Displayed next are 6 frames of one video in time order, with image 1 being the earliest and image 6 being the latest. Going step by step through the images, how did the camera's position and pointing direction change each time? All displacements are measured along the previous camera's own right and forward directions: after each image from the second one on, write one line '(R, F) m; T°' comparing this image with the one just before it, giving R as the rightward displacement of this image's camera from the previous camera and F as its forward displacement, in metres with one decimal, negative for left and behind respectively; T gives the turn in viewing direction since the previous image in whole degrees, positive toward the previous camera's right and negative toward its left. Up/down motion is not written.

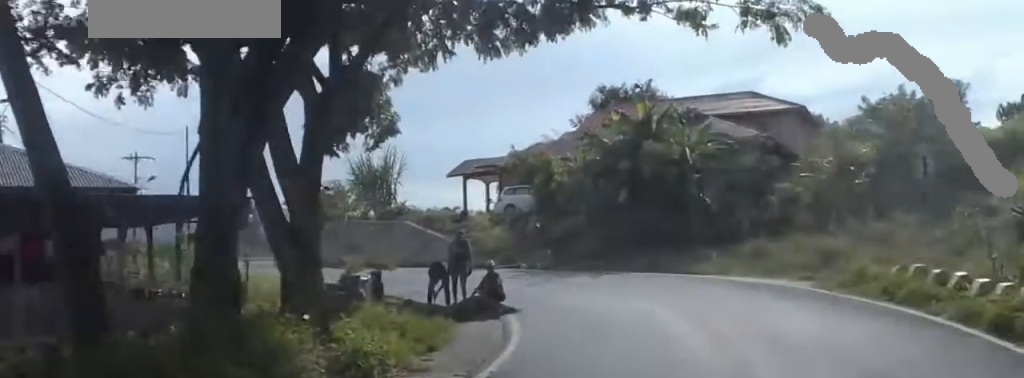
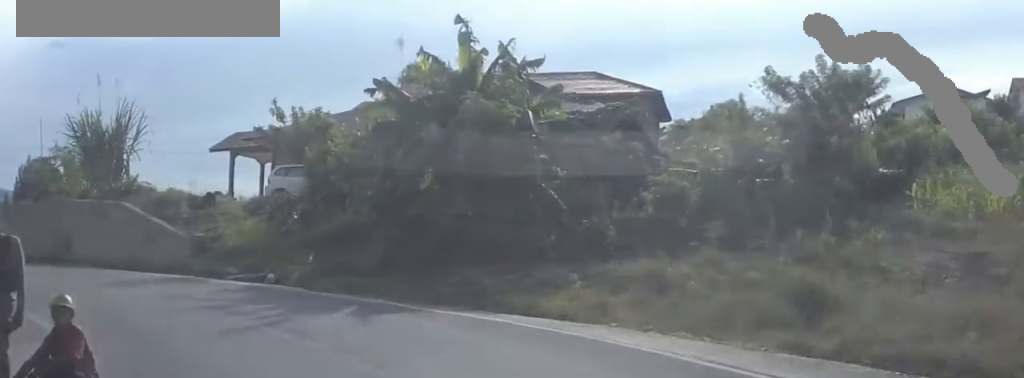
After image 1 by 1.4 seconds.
(0.0, +12.7) m; 0°
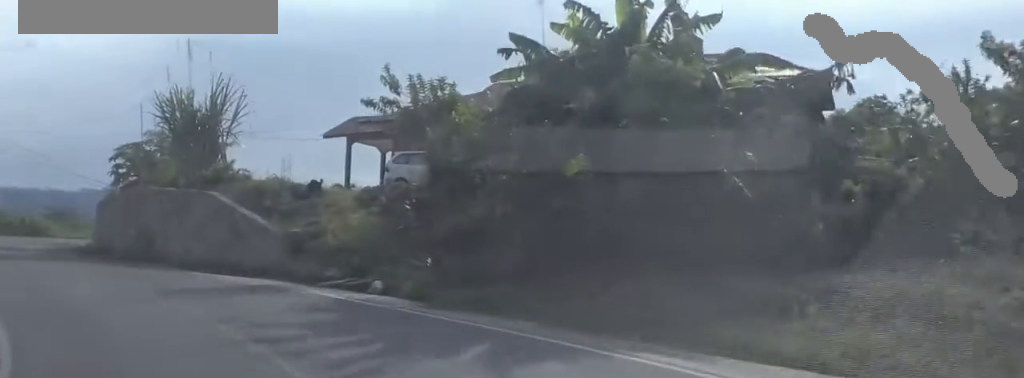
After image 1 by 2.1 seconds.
(0.0, +5.8) m; -3°
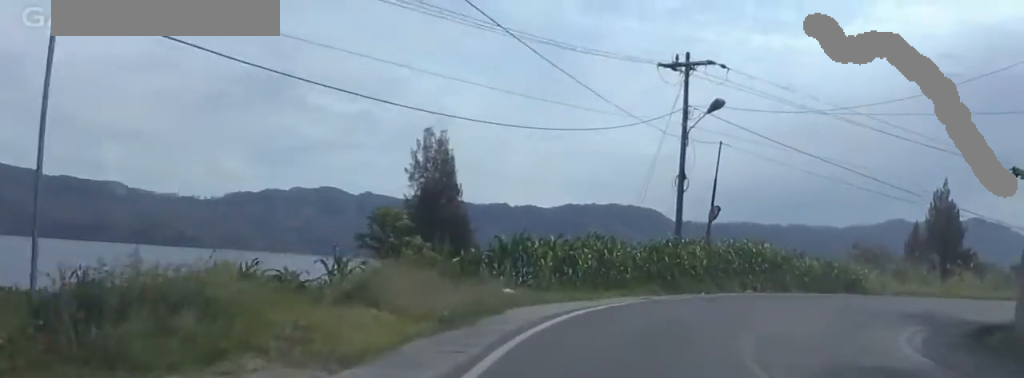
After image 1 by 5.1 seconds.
(-9.1, +23.8) m; -34°
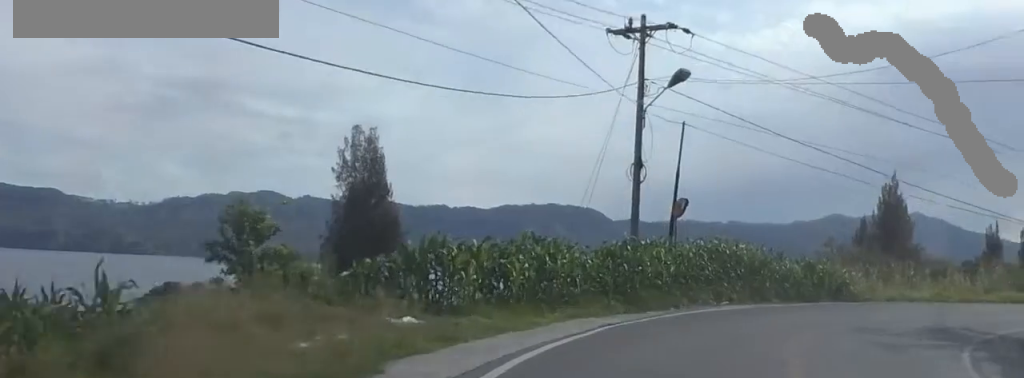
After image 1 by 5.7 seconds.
(-0.6, +5.6) m; +5°
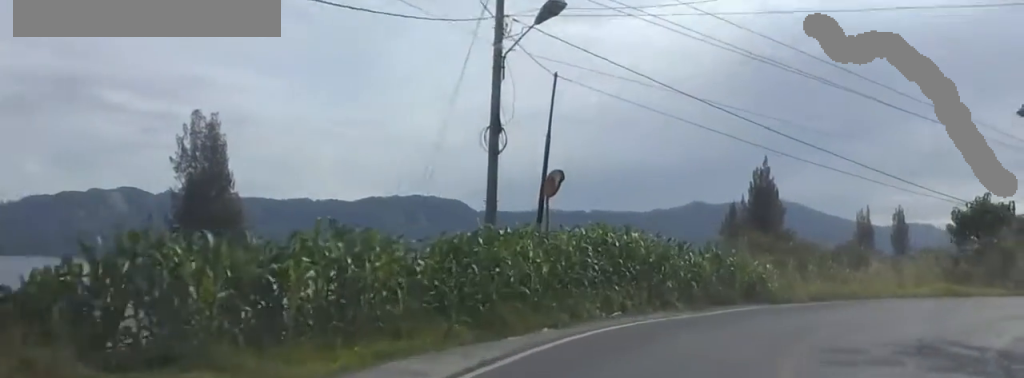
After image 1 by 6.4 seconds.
(+0.7, +6.6) m; +8°
